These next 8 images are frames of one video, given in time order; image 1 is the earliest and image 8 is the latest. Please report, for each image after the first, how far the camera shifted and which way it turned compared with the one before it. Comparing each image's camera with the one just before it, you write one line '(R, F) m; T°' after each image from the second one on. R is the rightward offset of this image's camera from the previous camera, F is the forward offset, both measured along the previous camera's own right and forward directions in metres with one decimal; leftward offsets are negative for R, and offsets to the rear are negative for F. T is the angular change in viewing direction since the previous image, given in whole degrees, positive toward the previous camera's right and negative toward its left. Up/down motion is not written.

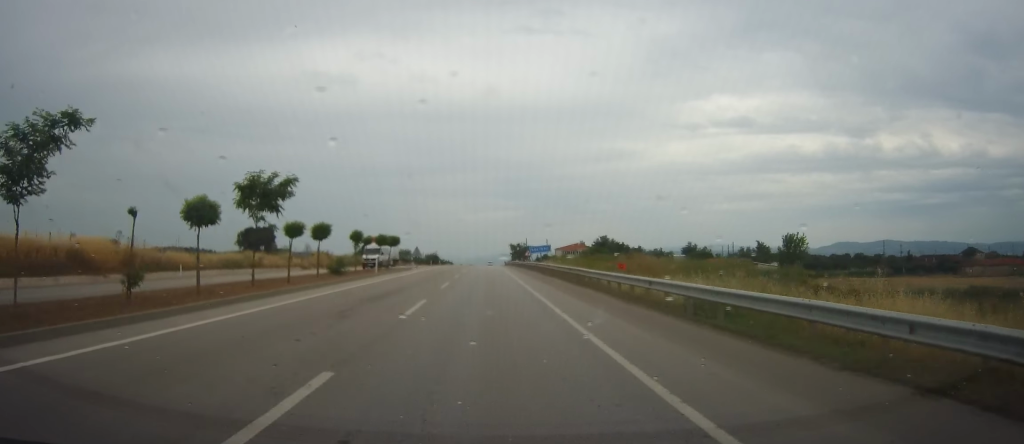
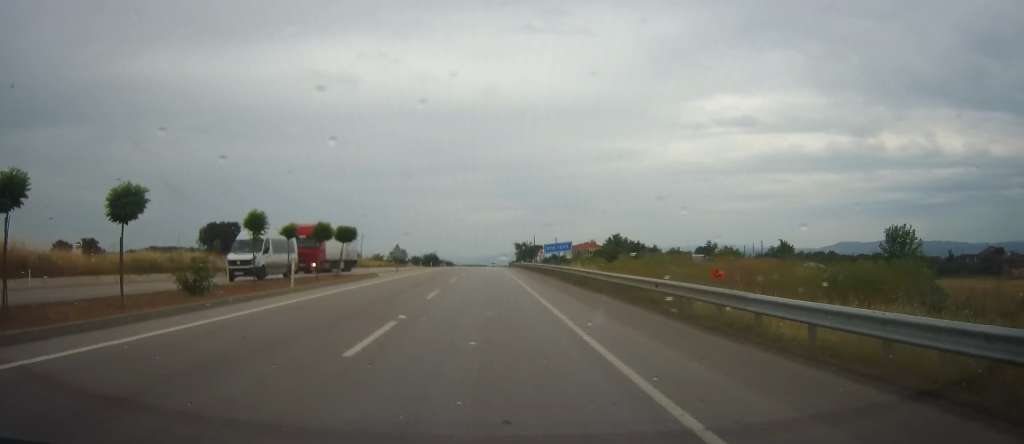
(0.0, +18.2) m; 0°
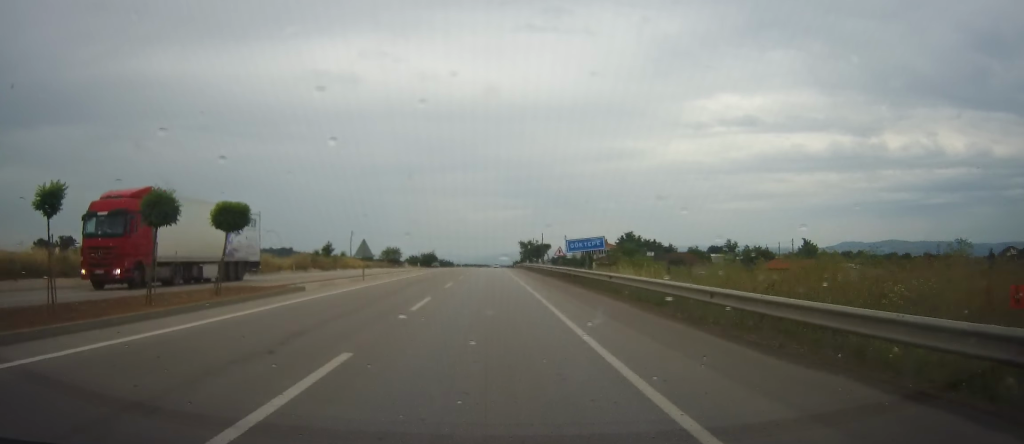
(+0.1, +15.9) m; -1°
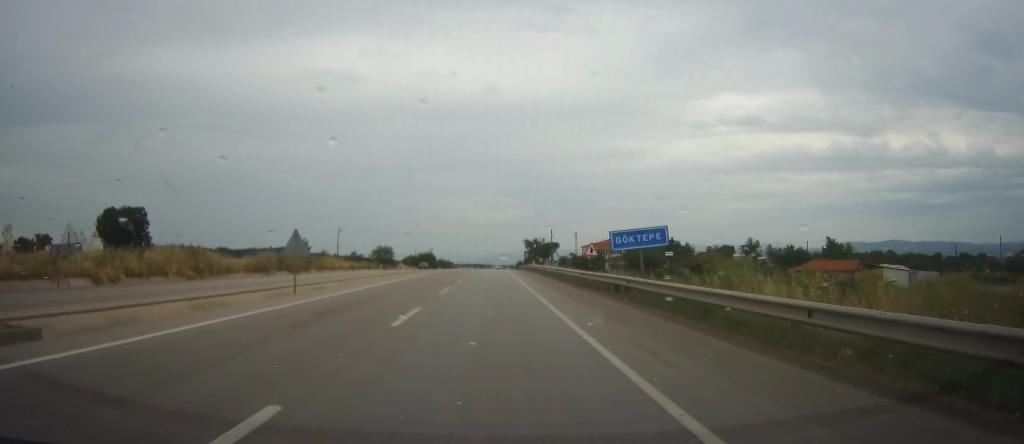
(-0.3, +15.5) m; 0°
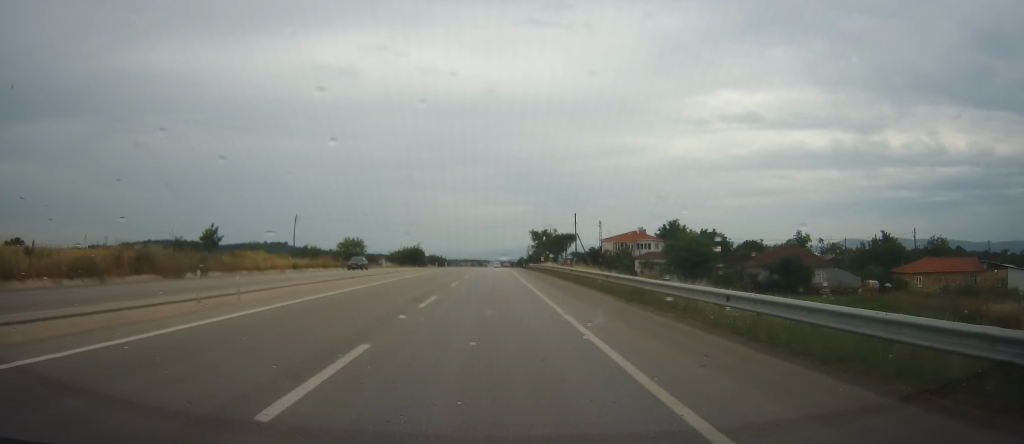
(0.0, +31.4) m; +1°
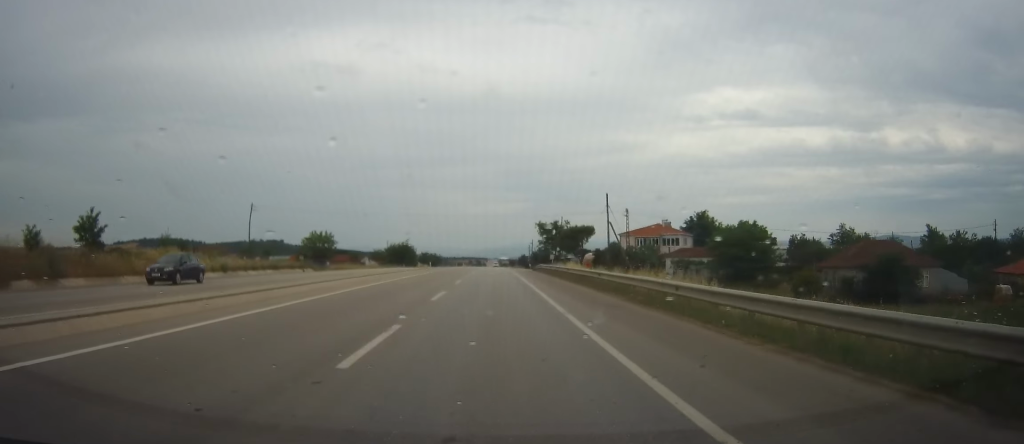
(+0.2, +22.2) m; 0°
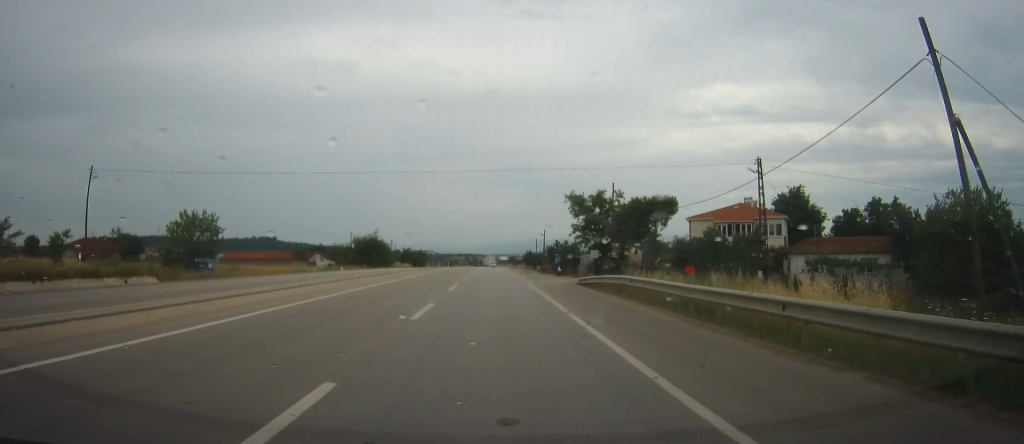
(+0.1, +42.0) m; 0°
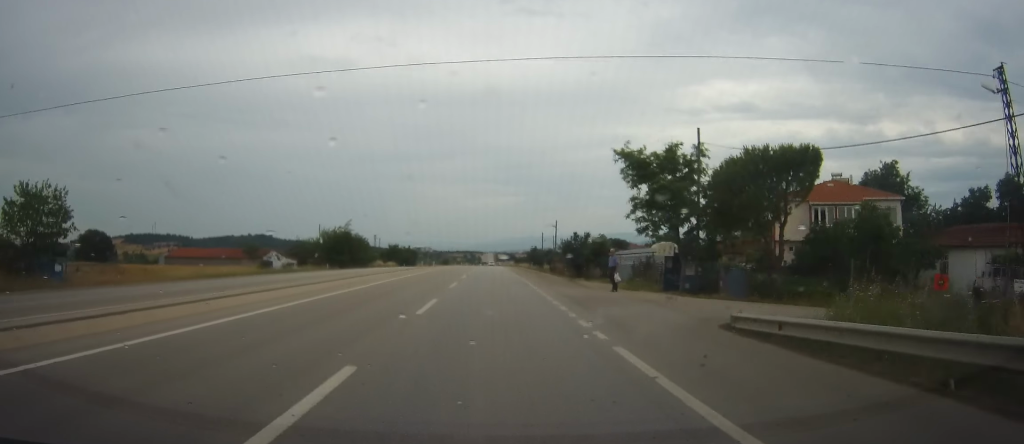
(0.0, +22.5) m; +1°
